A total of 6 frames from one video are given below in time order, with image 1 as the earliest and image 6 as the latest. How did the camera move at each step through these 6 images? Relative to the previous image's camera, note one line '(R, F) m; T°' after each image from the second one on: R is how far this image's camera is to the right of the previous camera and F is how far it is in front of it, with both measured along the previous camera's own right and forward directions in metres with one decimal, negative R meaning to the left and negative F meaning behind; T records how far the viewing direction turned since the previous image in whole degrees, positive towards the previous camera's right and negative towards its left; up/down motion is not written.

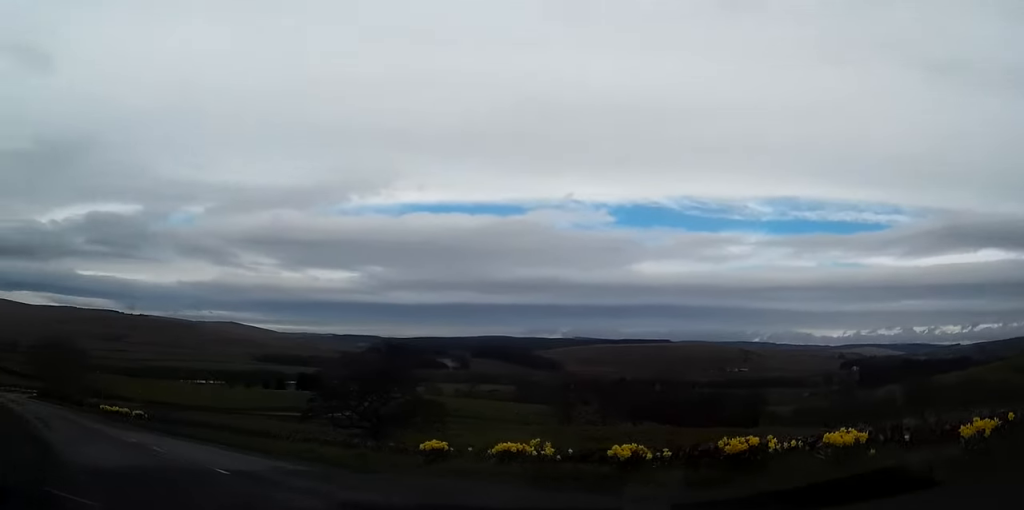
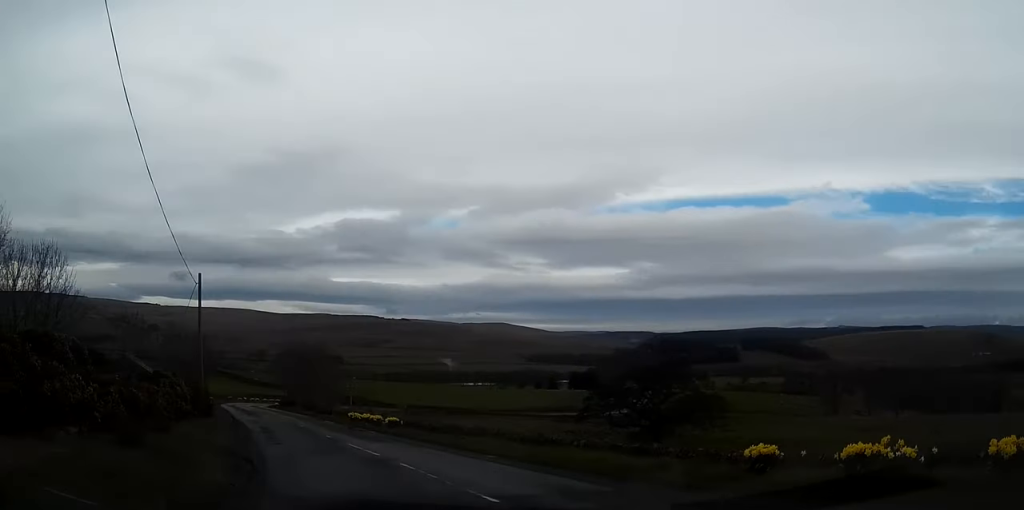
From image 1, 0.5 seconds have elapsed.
(-0.4, +3.0) m; -11°
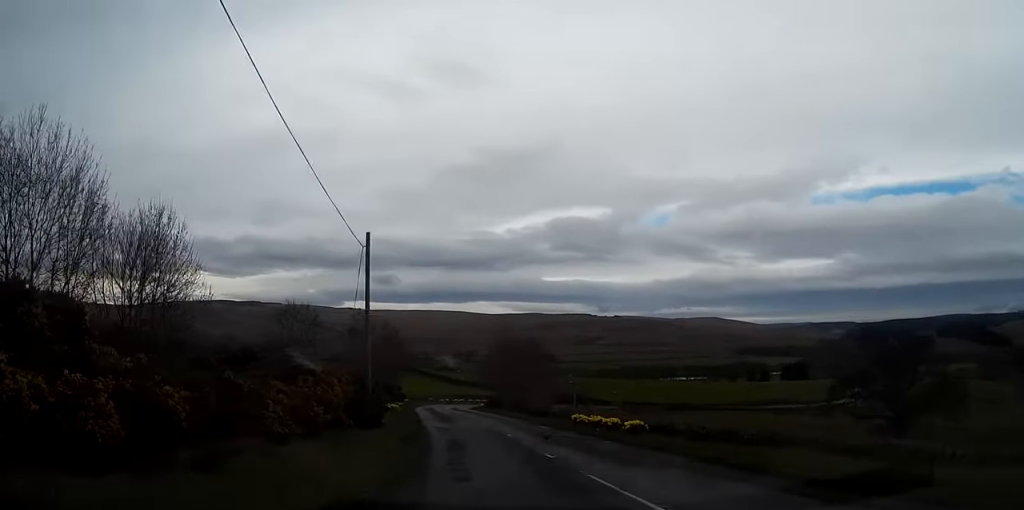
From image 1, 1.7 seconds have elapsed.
(-1.5, +8.7) m; -12°
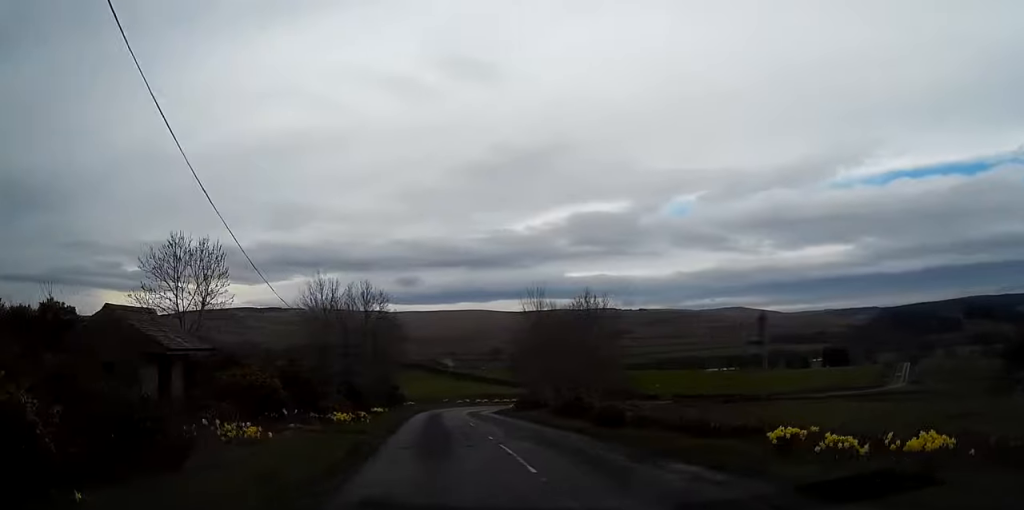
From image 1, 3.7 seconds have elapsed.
(-1.0, +21.5) m; -4°
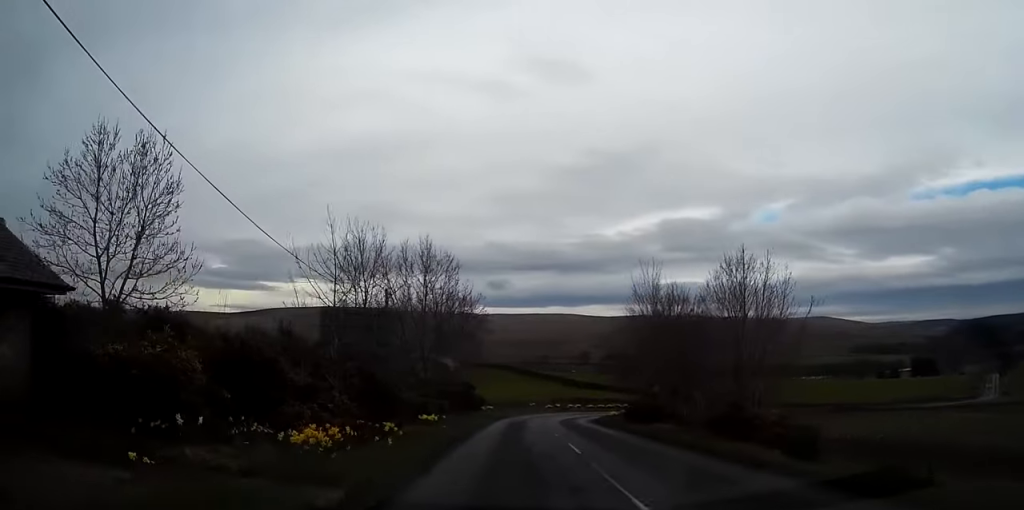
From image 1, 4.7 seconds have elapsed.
(0.0, +12.2) m; -2°
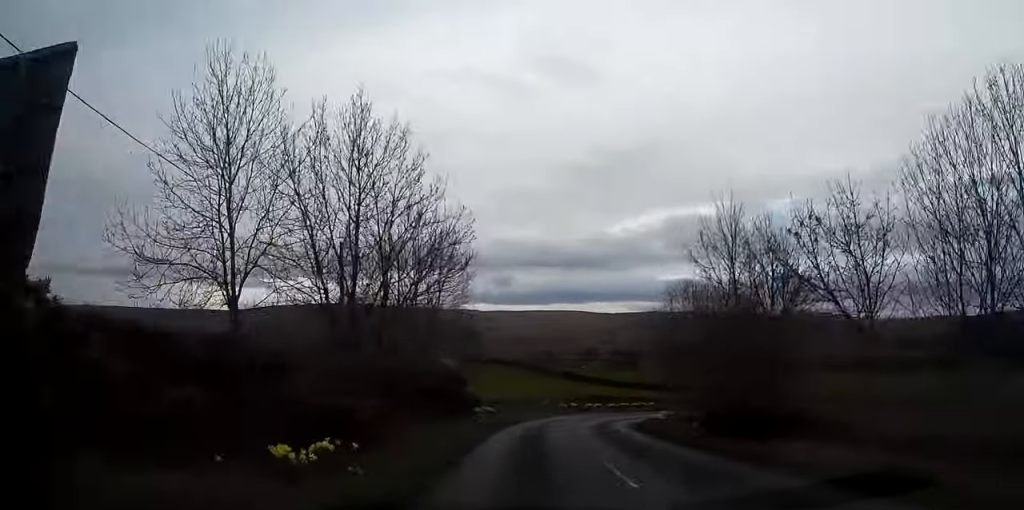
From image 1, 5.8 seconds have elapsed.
(-0.6, +15.2) m; -2°
